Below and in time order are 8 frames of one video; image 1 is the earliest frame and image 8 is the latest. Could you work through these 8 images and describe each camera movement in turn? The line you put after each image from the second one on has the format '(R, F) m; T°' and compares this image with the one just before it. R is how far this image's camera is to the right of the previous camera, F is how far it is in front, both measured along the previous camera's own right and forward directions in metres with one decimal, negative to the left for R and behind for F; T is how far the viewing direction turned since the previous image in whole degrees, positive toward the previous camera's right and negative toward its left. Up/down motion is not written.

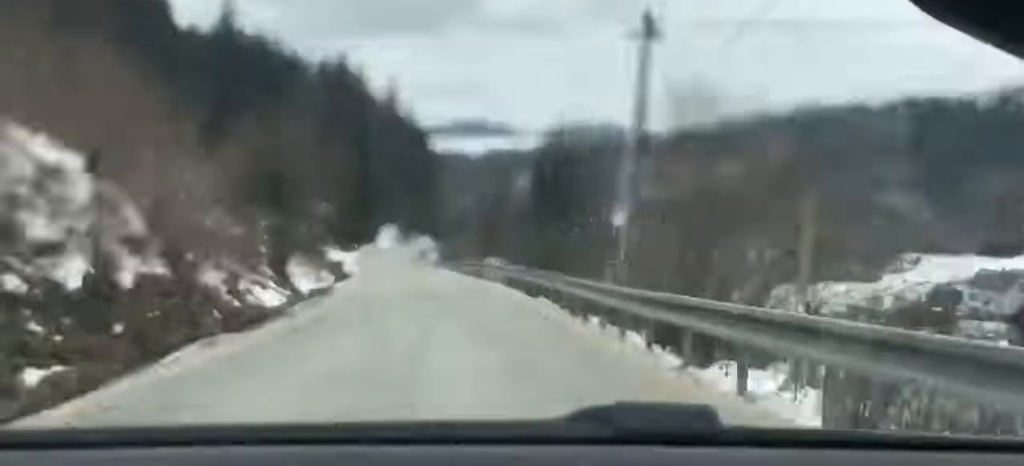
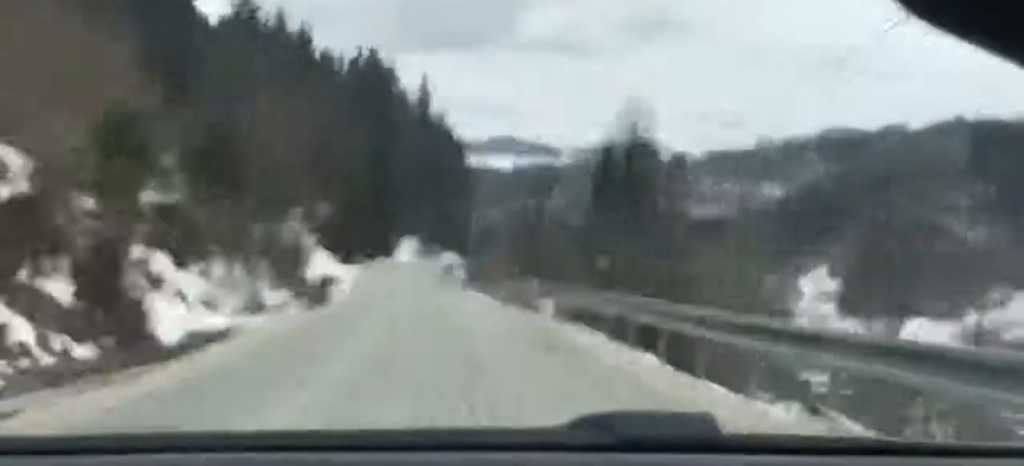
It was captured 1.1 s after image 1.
(-1.2, +22.0) m; -8°
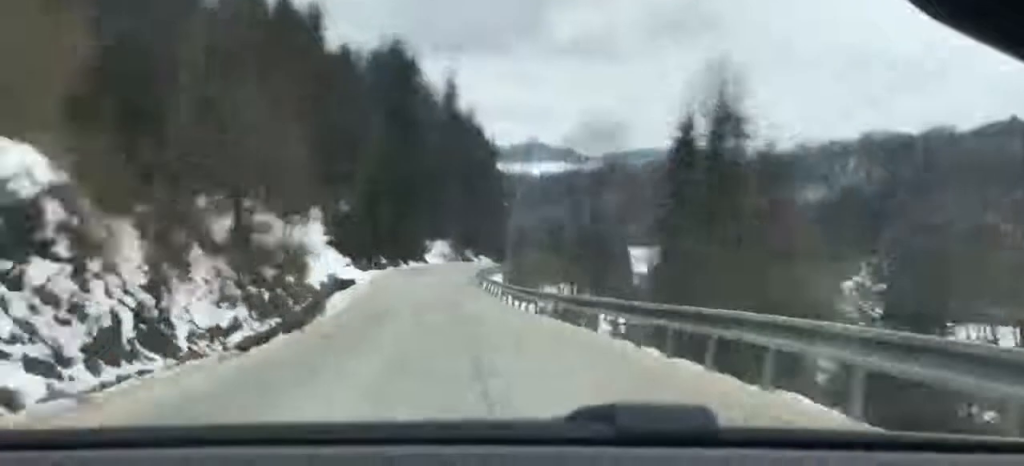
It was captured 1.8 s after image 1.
(-0.9, +14.8) m; -3°
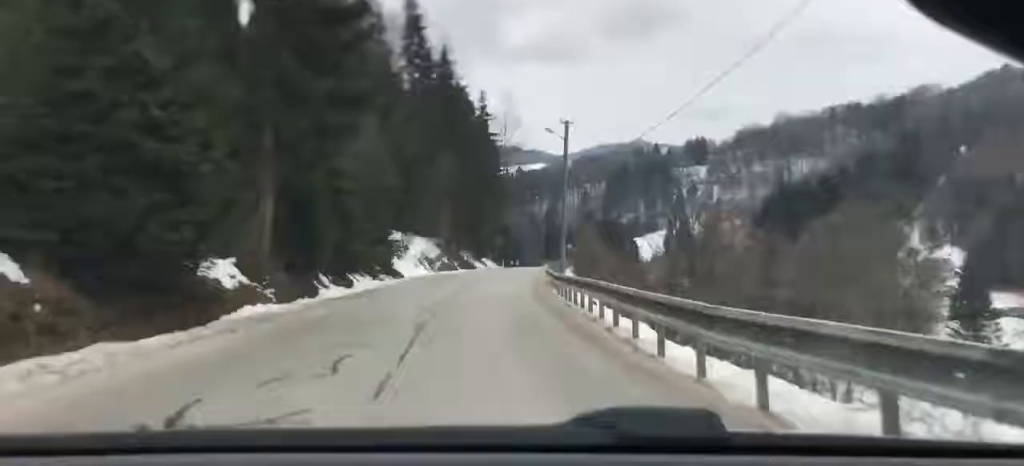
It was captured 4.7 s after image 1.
(-2.7, +47.3) m; -9°
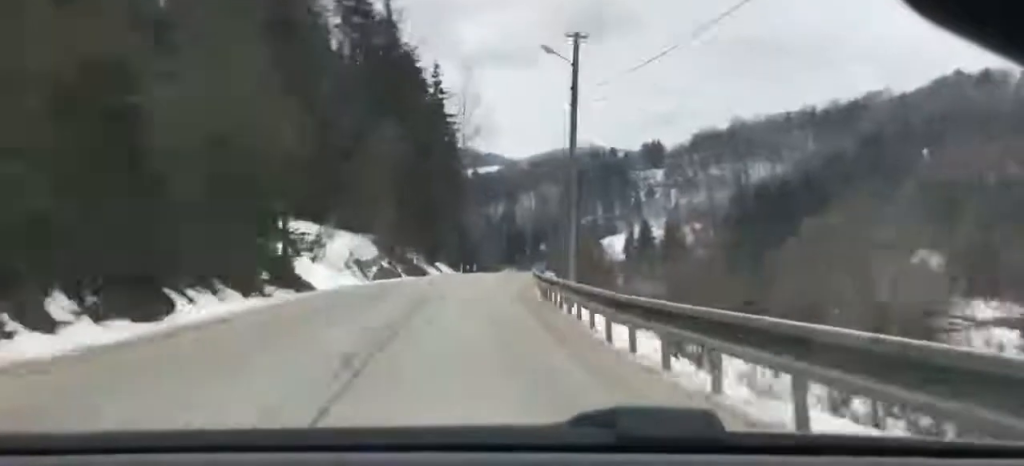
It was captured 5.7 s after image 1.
(-0.5, +13.5) m; -3°
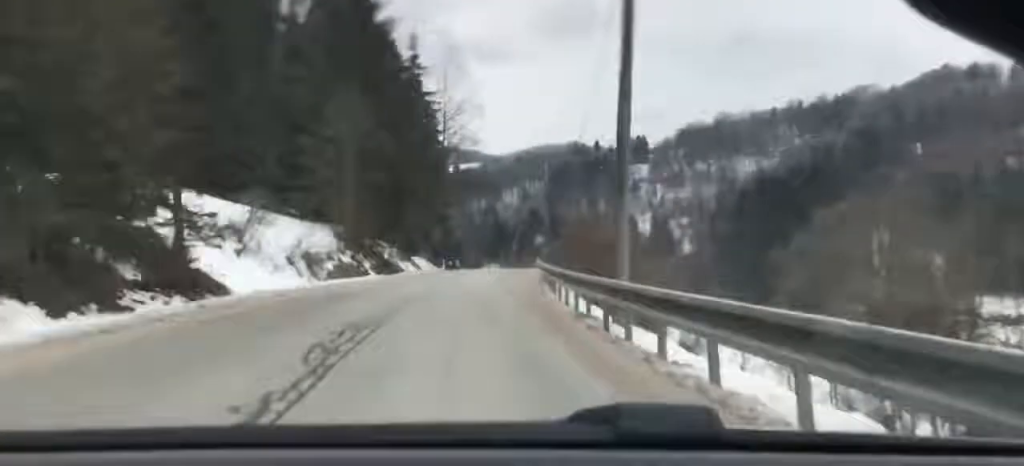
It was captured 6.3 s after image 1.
(0.0, +8.7) m; -1°
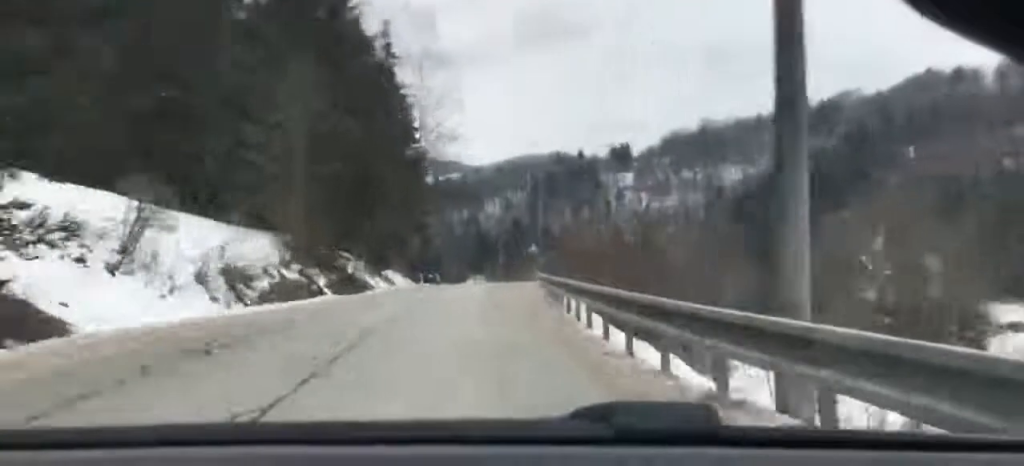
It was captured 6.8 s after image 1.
(-0.2, +8.1) m; +3°
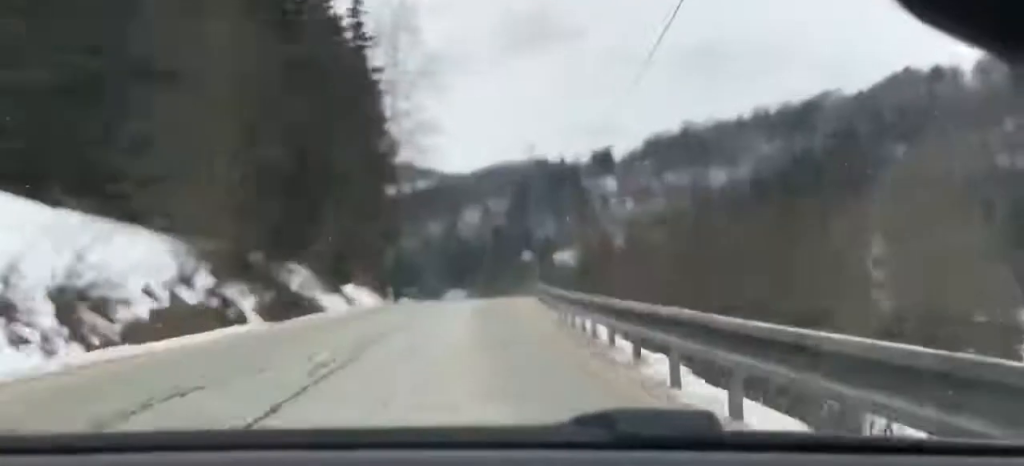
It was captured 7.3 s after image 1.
(-0.5, +8.2) m; +3°
